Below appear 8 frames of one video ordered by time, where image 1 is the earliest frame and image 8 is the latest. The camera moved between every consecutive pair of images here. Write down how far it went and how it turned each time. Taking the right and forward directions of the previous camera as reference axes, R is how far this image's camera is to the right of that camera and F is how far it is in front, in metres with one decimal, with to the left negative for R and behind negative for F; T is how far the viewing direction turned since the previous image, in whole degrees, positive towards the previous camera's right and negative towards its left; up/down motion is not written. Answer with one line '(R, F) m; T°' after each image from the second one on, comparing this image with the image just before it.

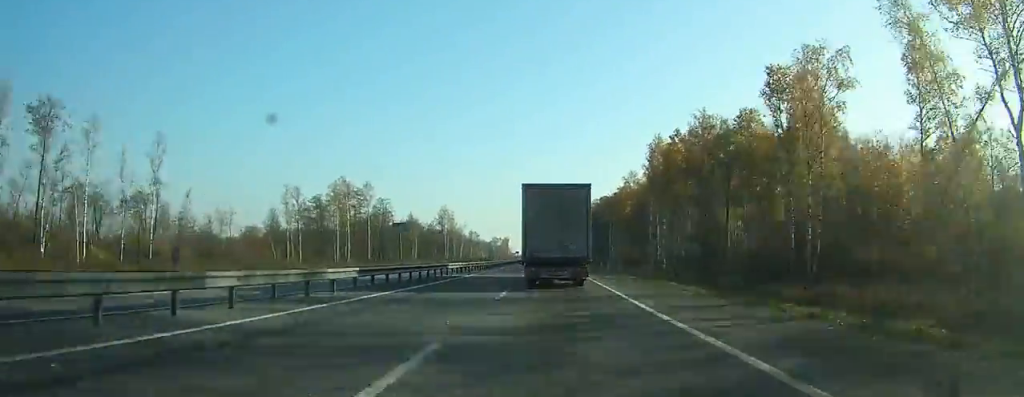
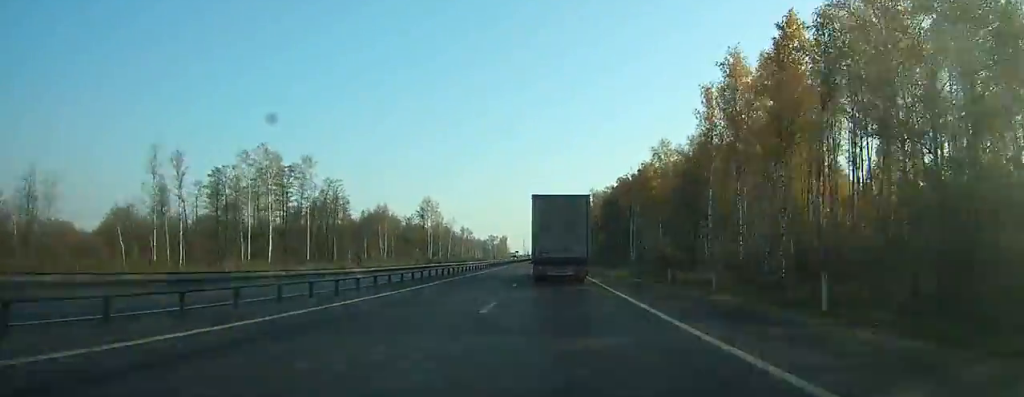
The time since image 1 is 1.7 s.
(0.0, +40.0) m; 0°
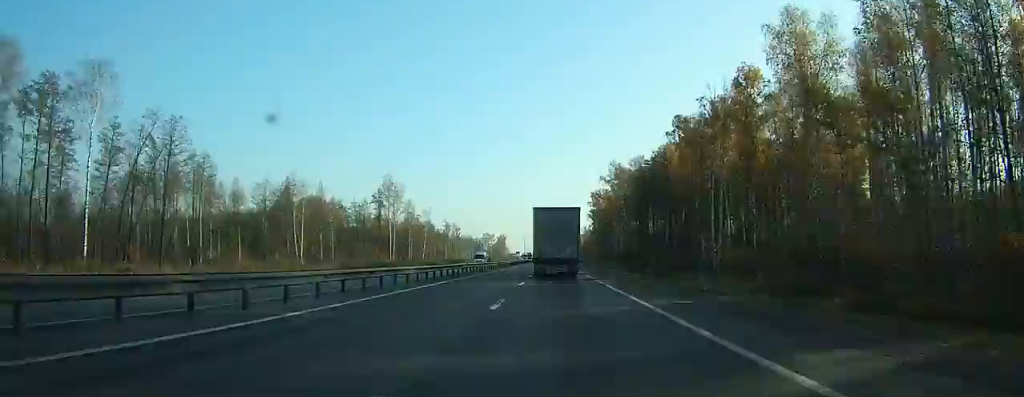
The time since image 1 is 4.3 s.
(-0.5, +59.6) m; -1°
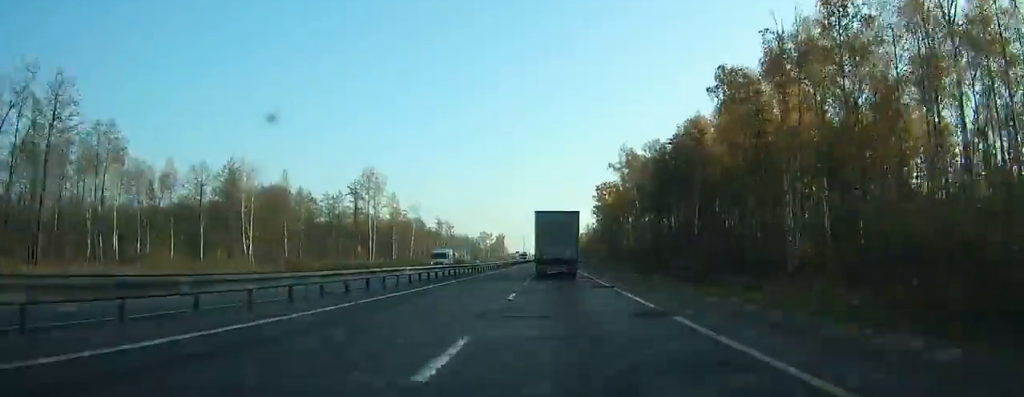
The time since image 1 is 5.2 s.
(0.0, +19.9) m; 0°
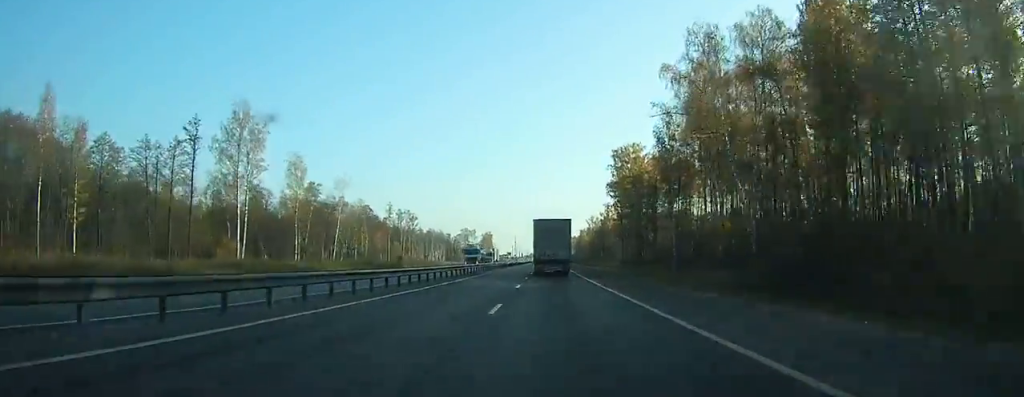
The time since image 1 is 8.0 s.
(0.0, +64.8) m; 0°
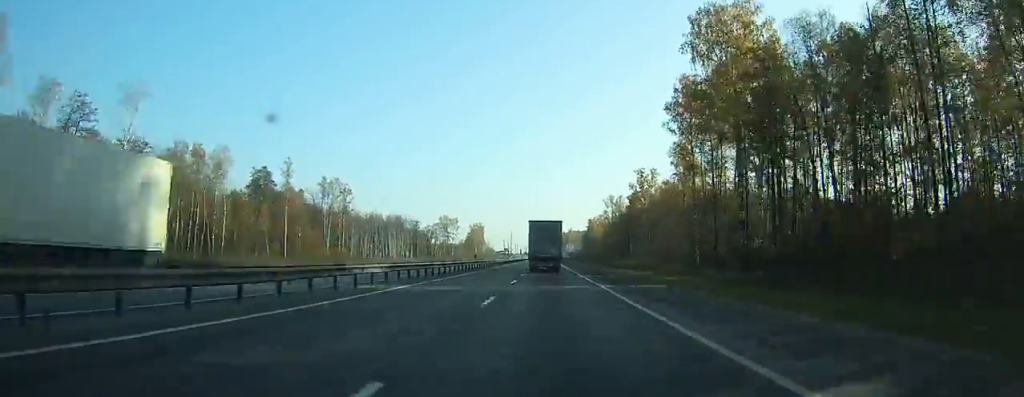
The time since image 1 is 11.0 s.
(+0.4, +70.4) m; 0°
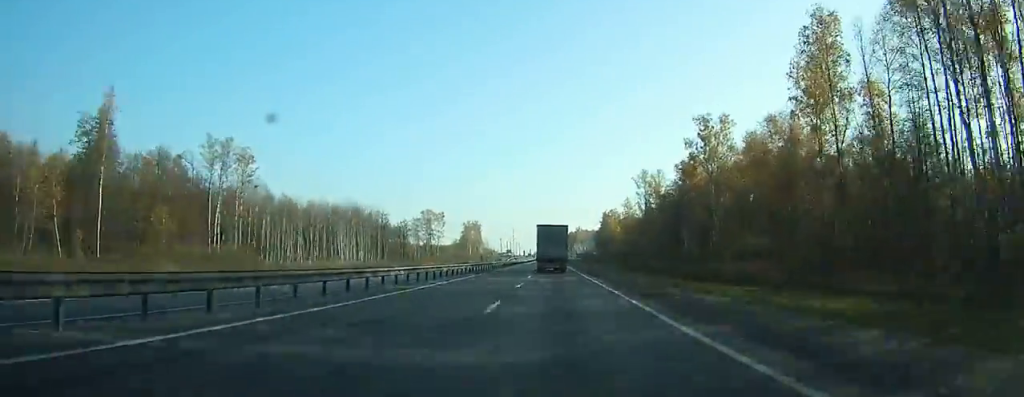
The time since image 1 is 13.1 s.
(-0.2, +49.2) m; 0°
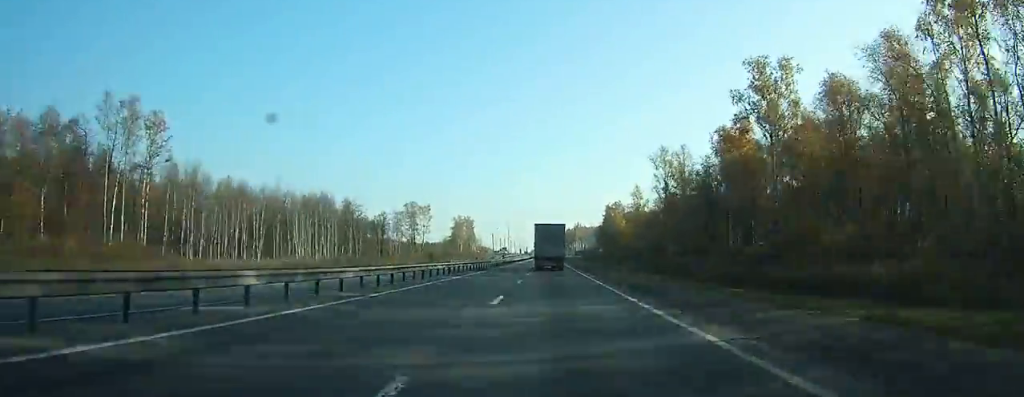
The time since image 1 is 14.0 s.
(0.0, +22.4) m; 0°
